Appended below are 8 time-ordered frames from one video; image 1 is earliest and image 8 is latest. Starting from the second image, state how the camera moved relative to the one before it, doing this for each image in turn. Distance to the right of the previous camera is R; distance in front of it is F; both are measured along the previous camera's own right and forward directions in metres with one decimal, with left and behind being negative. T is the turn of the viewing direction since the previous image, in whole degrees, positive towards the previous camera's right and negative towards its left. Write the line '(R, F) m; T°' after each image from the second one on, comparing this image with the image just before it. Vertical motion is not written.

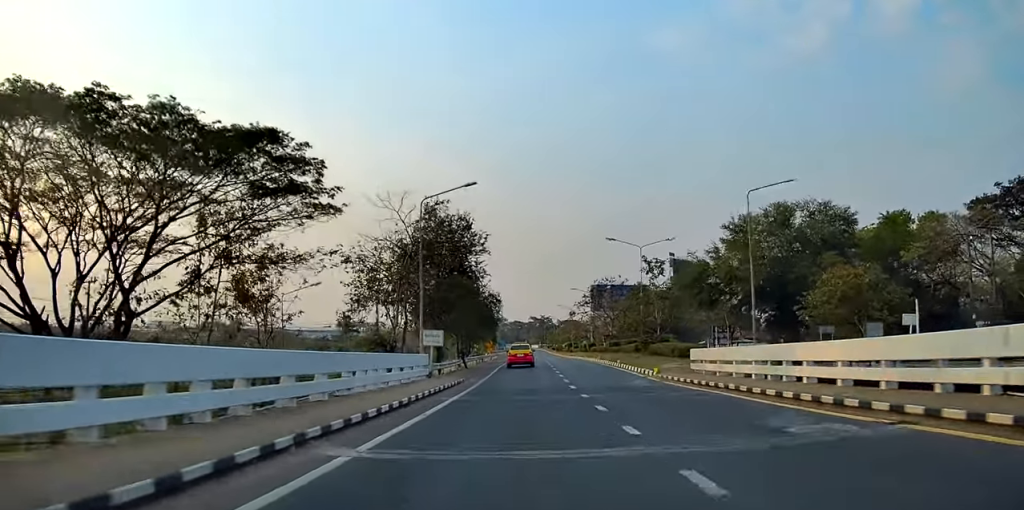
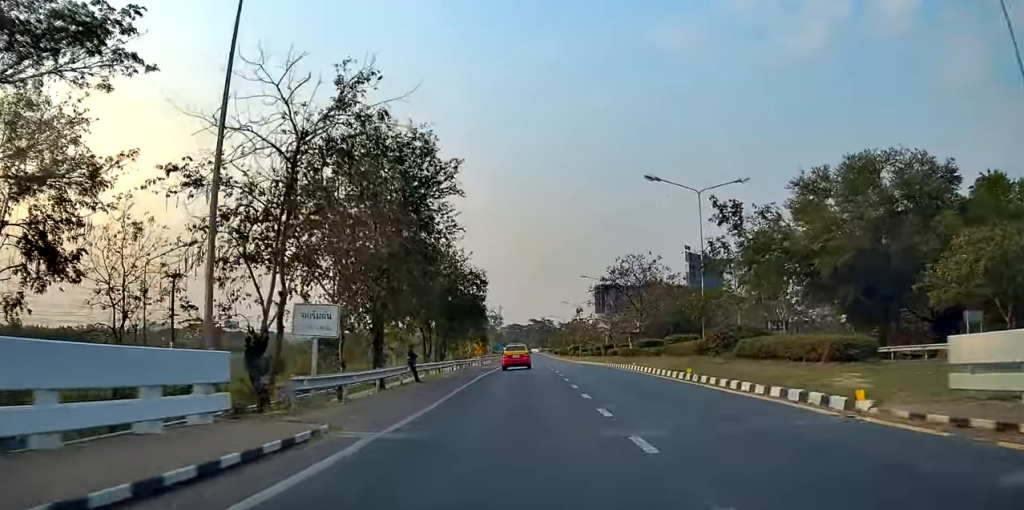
(-0.3, +18.5) m; -1°
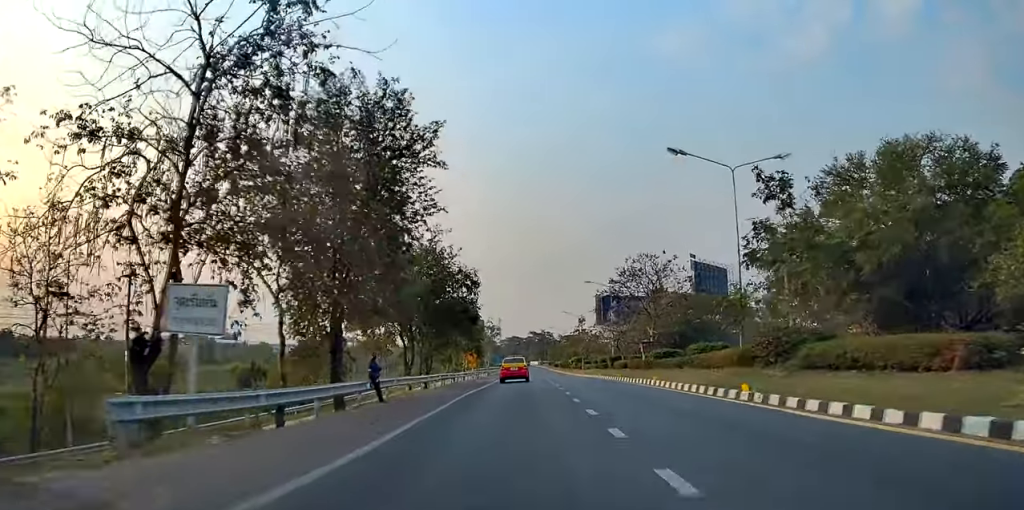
(0.0, +5.8) m; 0°
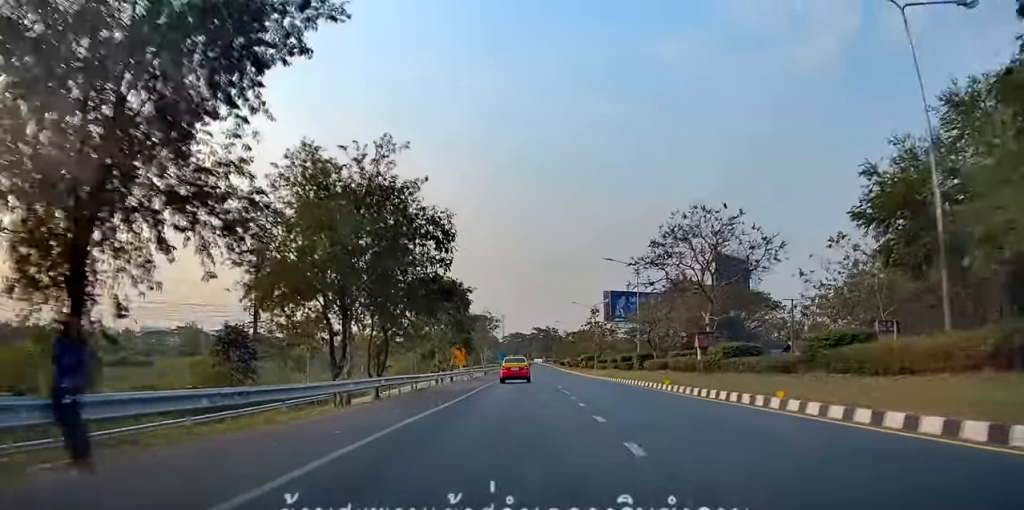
(0.0, +13.8) m; 0°
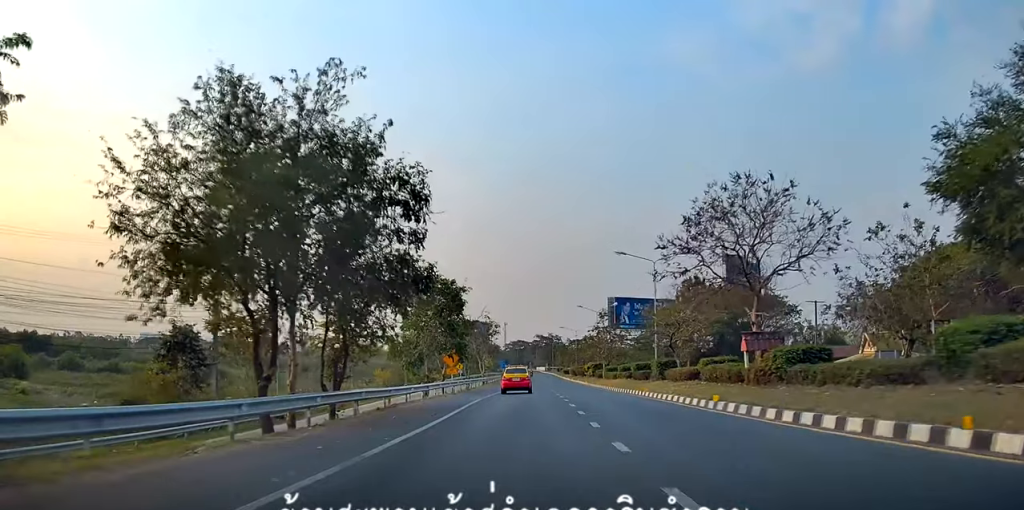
(0.0, +6.7) m; 0°
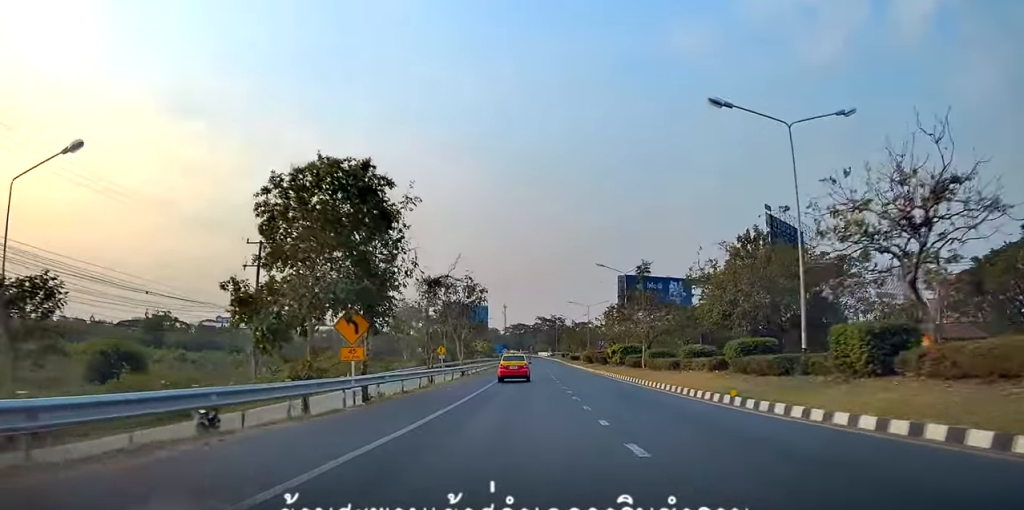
(+1.3, +24.5) m; +3°
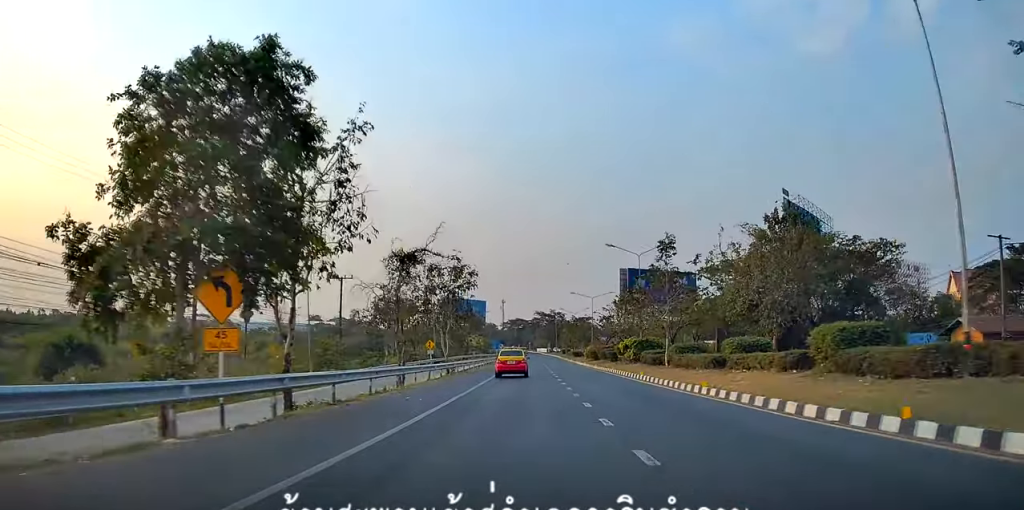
(-0.2, +8.6) m; -1°
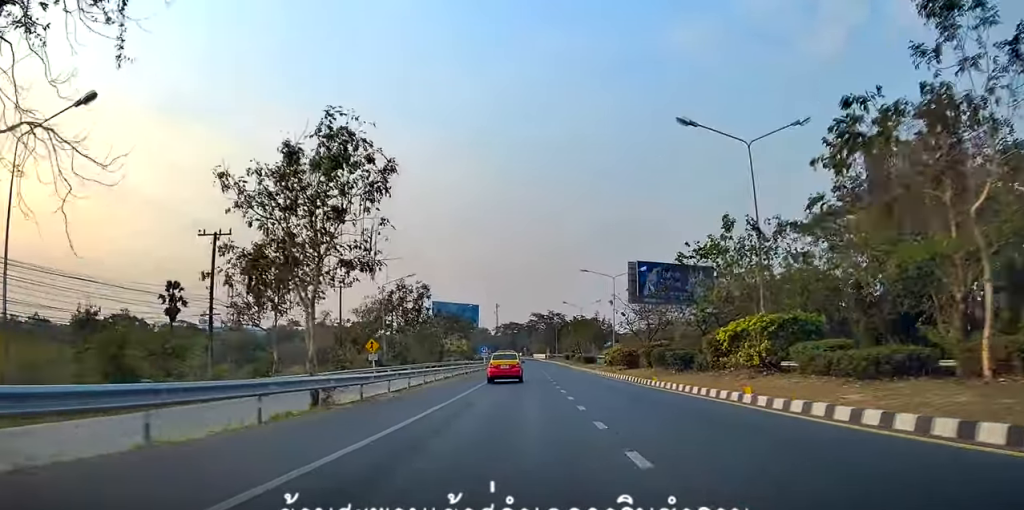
(-0.6, +28.1) m; 0°
